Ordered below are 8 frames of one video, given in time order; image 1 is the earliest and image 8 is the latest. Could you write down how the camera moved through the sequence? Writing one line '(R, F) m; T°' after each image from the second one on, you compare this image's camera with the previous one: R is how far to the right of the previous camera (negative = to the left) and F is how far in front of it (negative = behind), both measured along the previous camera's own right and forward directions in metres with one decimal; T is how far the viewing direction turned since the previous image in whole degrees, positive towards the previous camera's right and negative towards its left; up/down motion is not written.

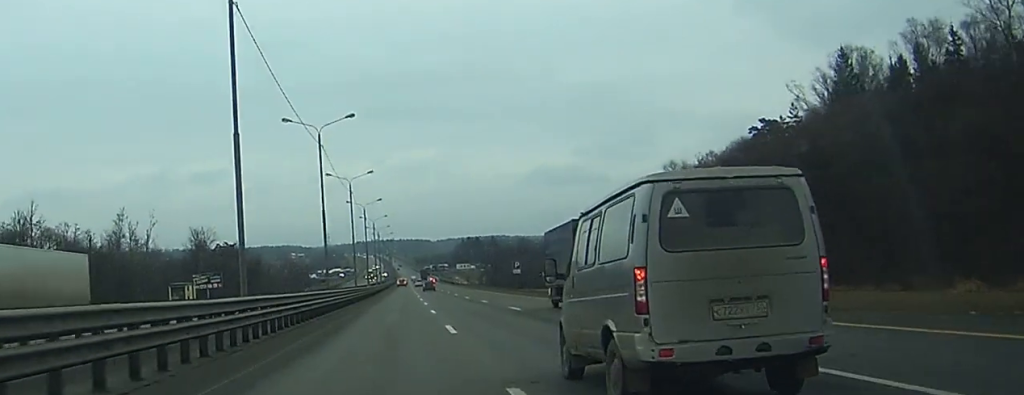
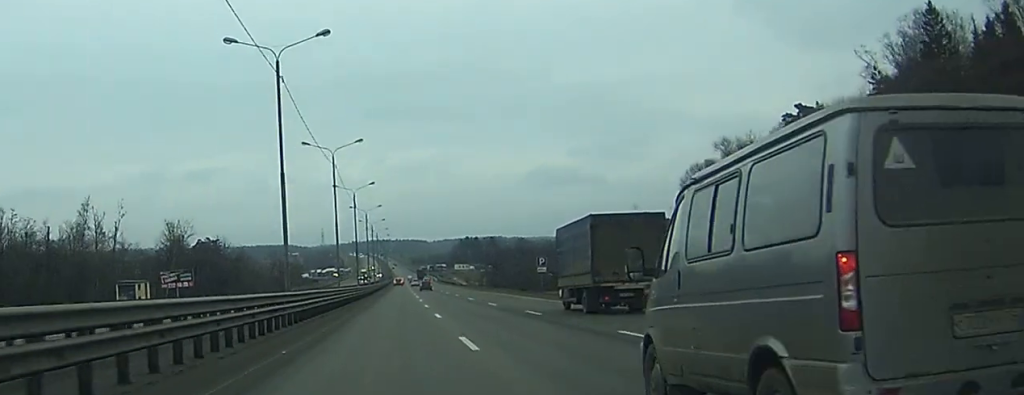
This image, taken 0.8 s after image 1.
(+0.1, +22.0) m; 0°
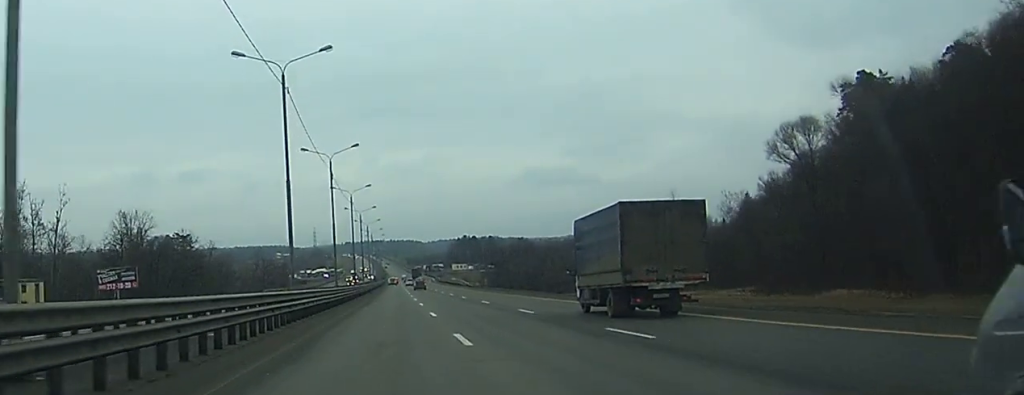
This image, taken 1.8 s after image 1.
(+0.1, +31.1) m; 0°
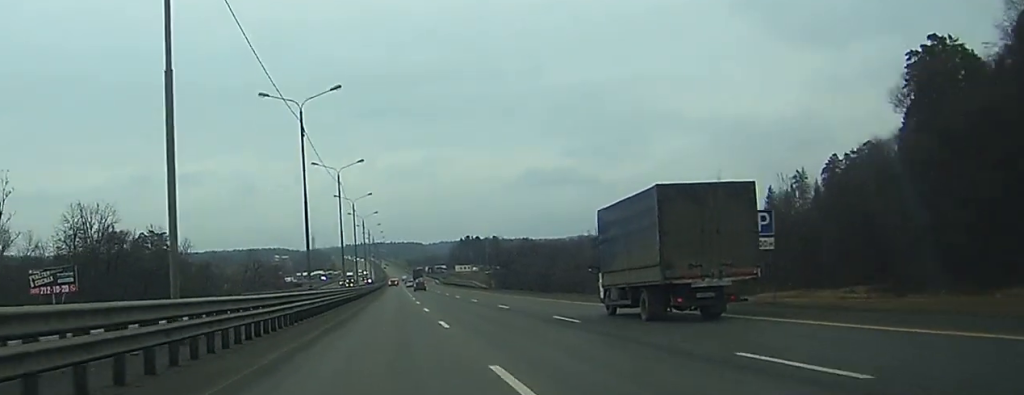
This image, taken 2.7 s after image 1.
(0.0, +24.7) m; 0°
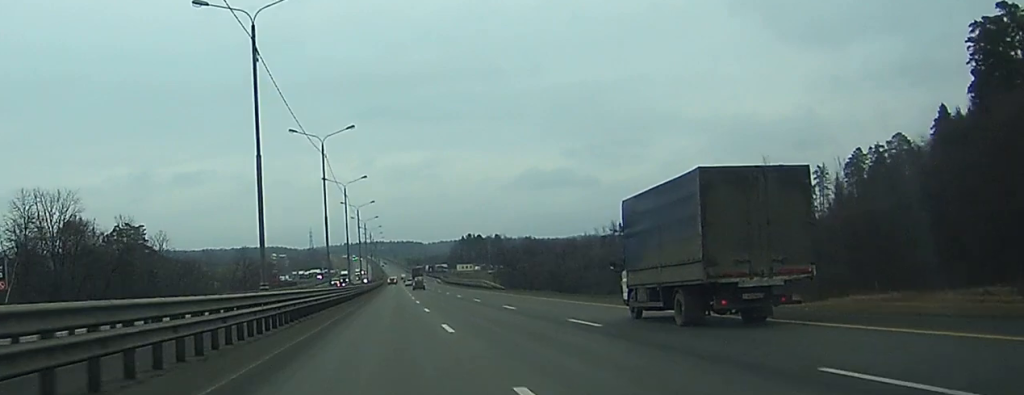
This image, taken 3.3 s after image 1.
(0.0, +18.9) m; 0°
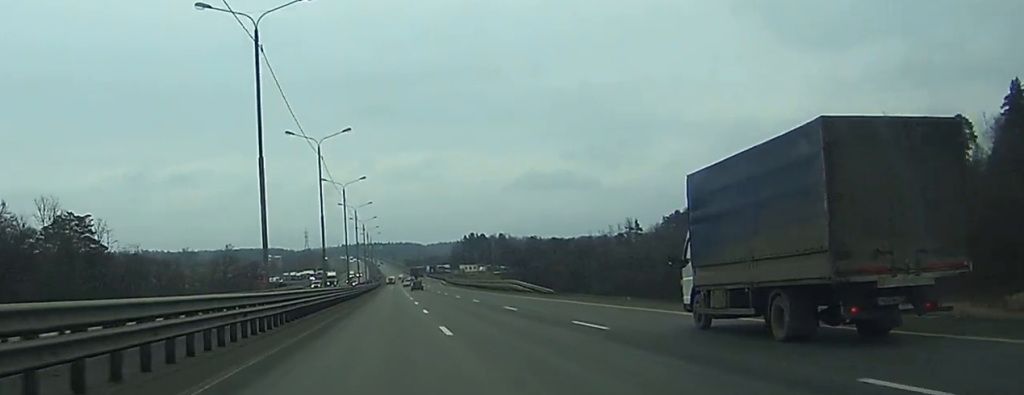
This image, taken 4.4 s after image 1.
(+0.1, +33.2) m; 0°
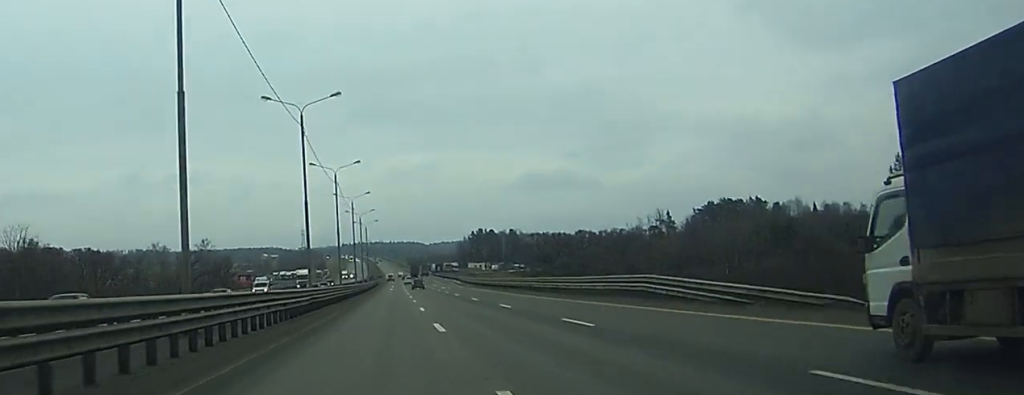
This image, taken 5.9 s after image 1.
(0.0, +47.1) m; 0°
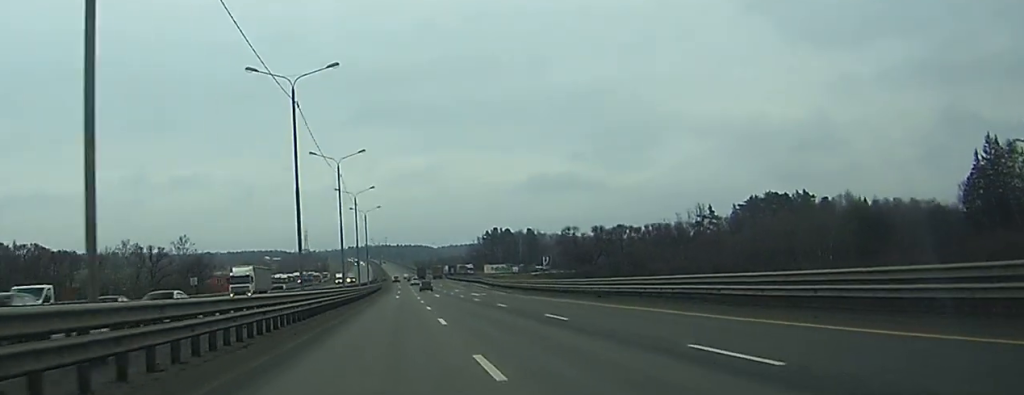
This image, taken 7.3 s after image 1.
(-0.1, +42.6) m; 0°
